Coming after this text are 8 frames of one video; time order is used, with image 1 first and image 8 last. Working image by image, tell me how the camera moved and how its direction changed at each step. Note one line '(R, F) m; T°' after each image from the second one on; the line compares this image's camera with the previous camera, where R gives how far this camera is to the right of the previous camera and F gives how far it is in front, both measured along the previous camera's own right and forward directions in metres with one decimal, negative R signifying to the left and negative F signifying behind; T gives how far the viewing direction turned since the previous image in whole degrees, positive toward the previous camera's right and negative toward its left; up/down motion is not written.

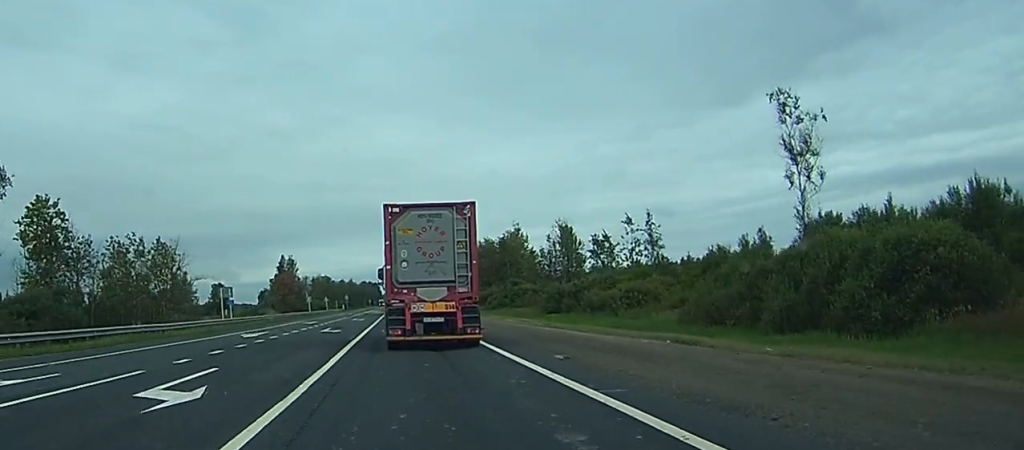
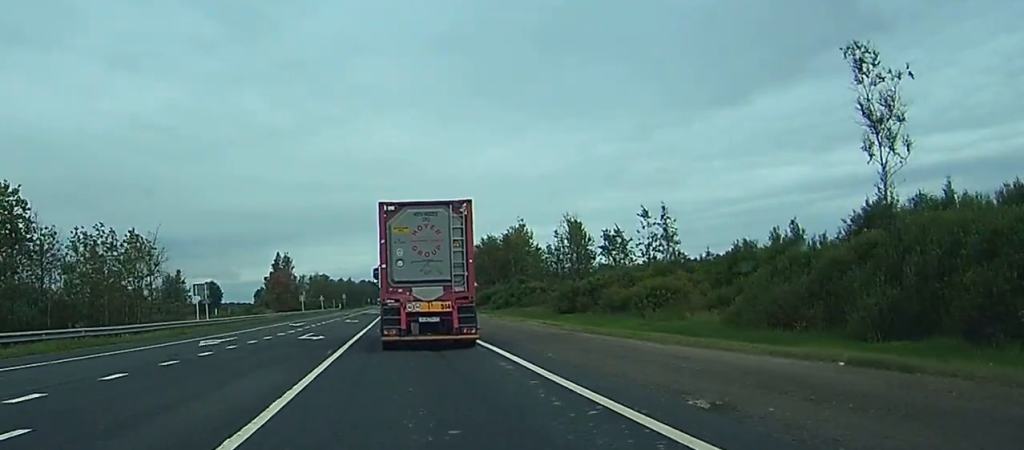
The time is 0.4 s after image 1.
(0.0, +9.0) m; 0°
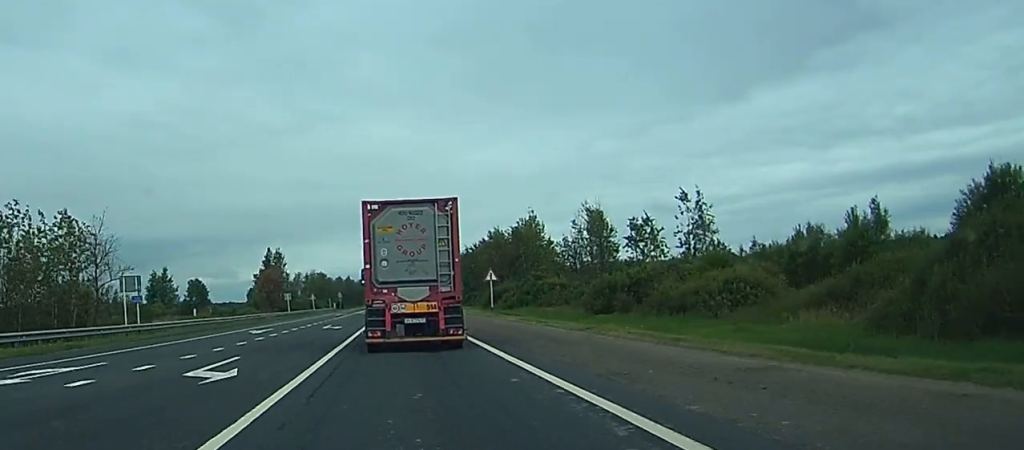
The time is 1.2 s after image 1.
(0.0, +17.3) m; 0°
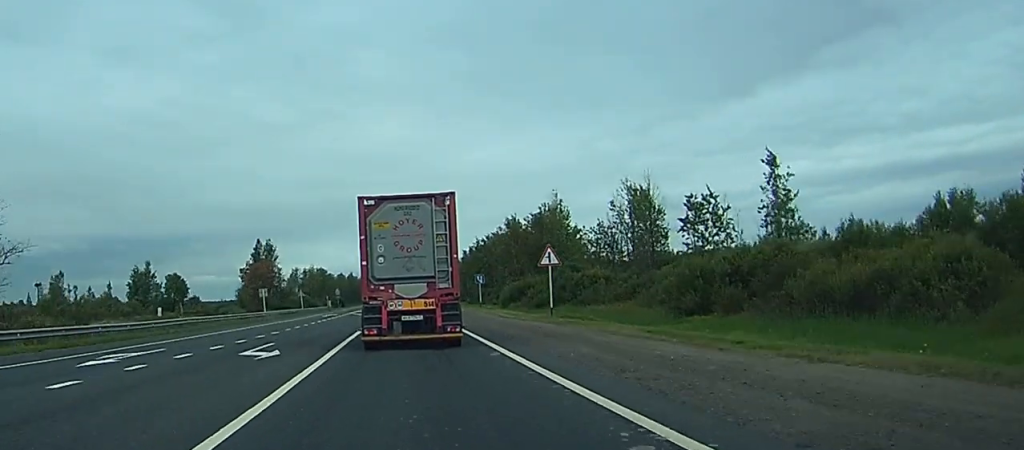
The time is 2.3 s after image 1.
(-0.1, +24.6) m; 0°
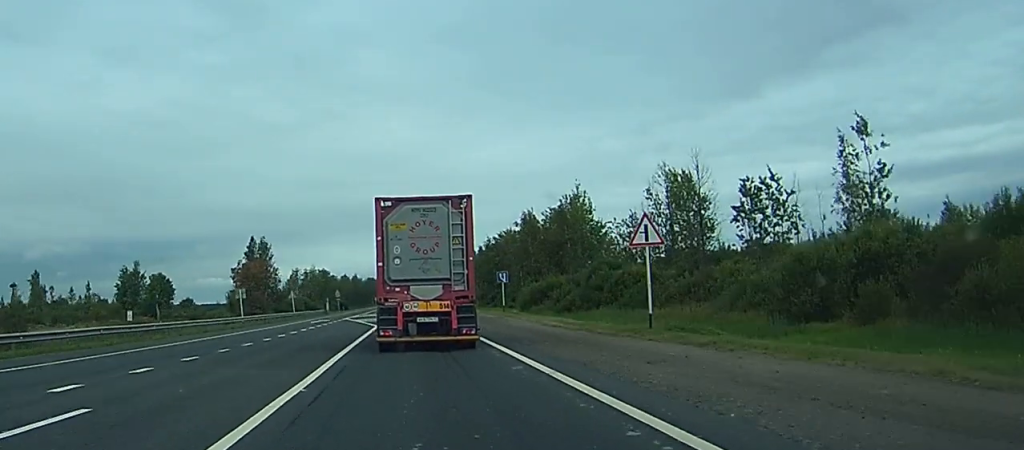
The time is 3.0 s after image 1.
(0.0, +16.2) m; 0°
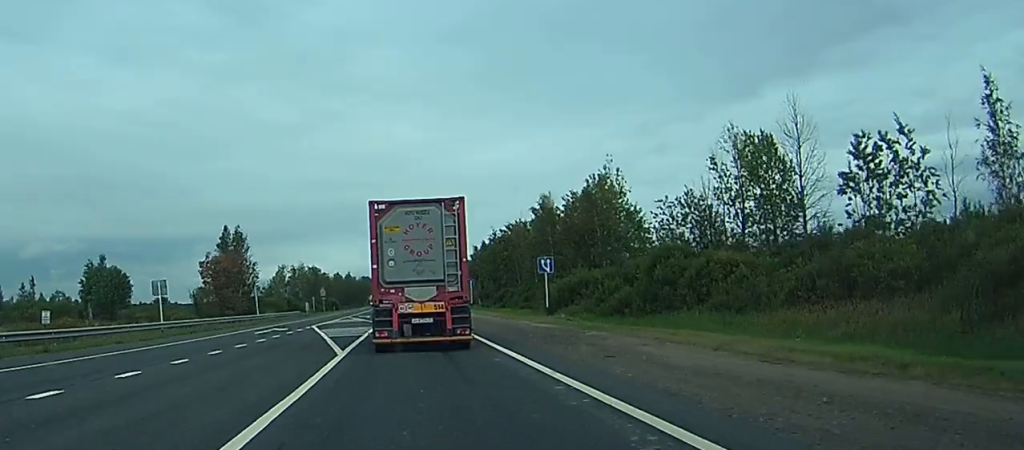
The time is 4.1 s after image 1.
(+0.1, +24.9) m; 0°
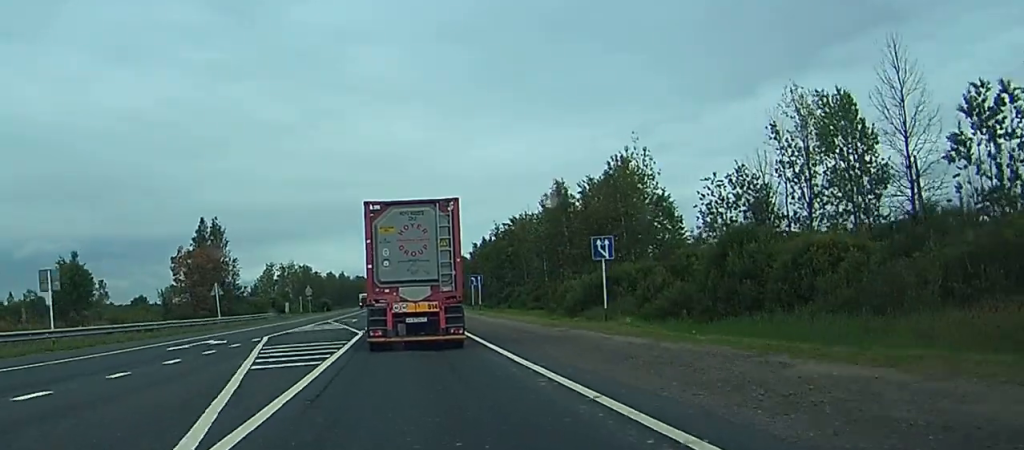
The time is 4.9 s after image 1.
(0.0, +16.0) m; 0°
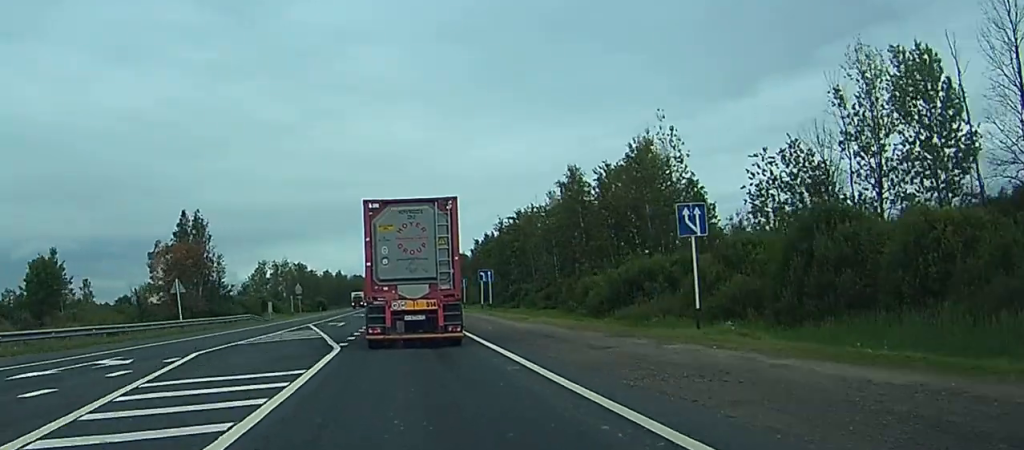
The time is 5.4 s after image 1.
(0.0, +11.7) m; 0°
